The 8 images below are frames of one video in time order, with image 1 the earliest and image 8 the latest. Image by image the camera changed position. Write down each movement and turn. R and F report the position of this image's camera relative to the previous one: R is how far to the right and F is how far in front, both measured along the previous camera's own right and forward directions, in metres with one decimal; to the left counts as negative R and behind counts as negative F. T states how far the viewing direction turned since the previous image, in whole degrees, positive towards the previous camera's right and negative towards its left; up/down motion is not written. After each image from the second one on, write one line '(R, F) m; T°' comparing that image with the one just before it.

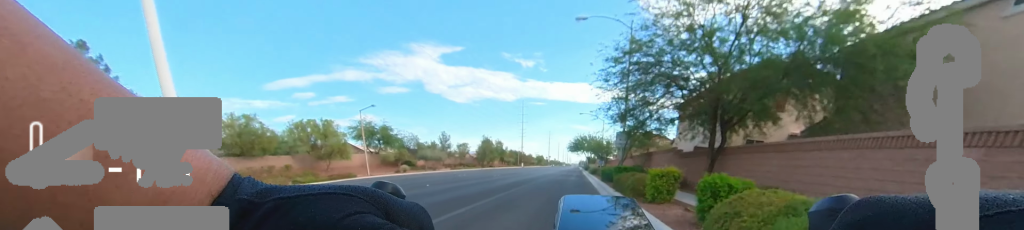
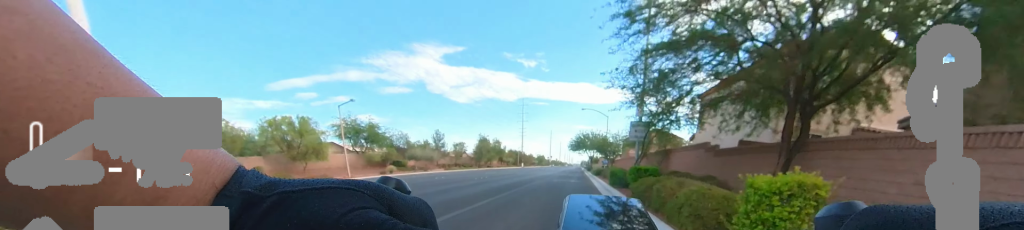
(0.0, +4.2) m; 0°
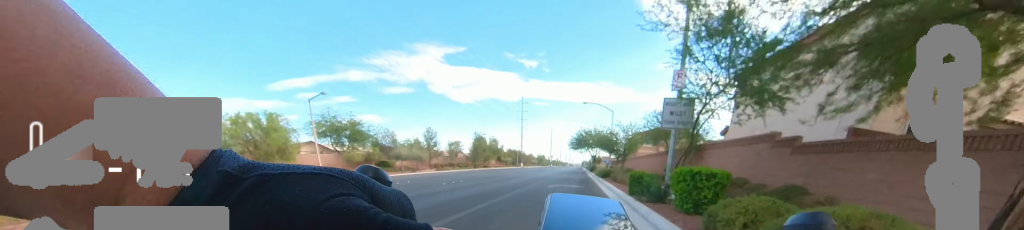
(0.0, +4.8) m; 0°
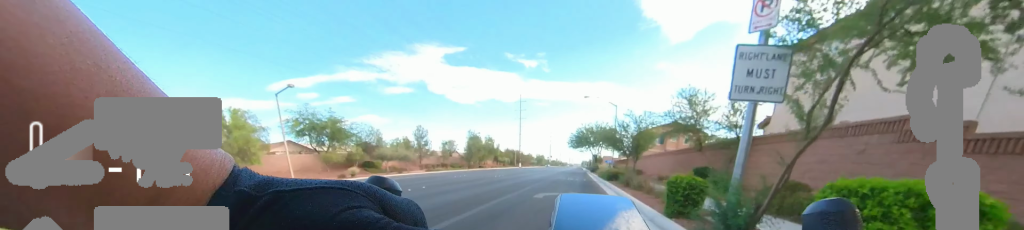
(0.0, +4.1) m; 0°
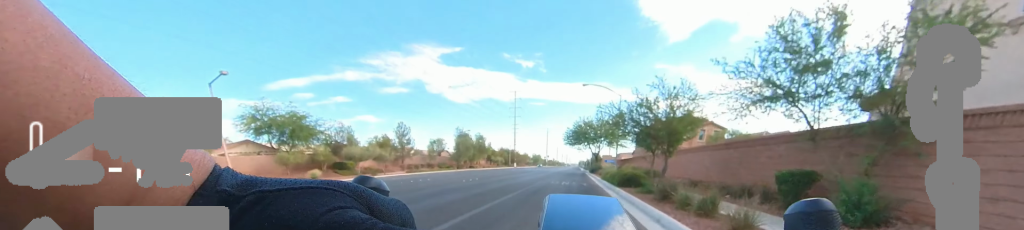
(0.0, +6.0) m; 0°
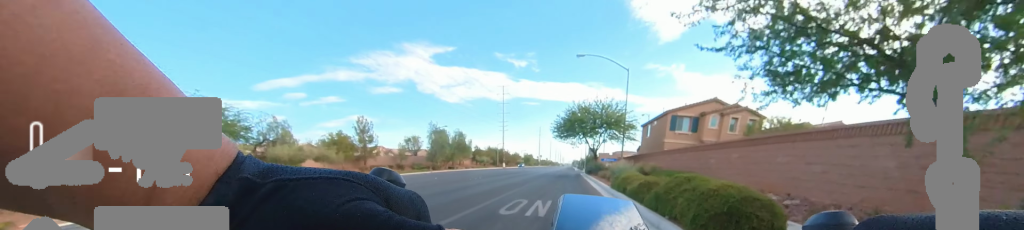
(+0.1, +9.5) m; +3°
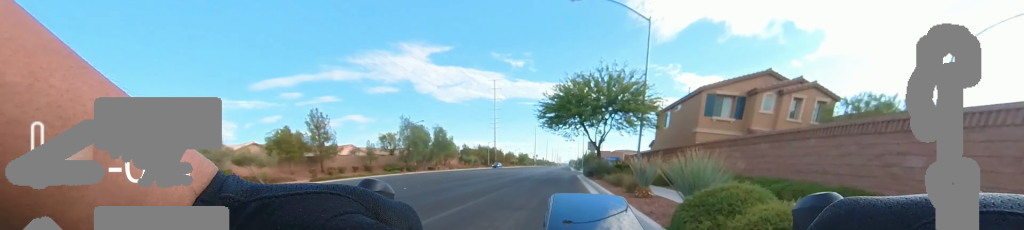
(+0.7, +8.8) m; +6°
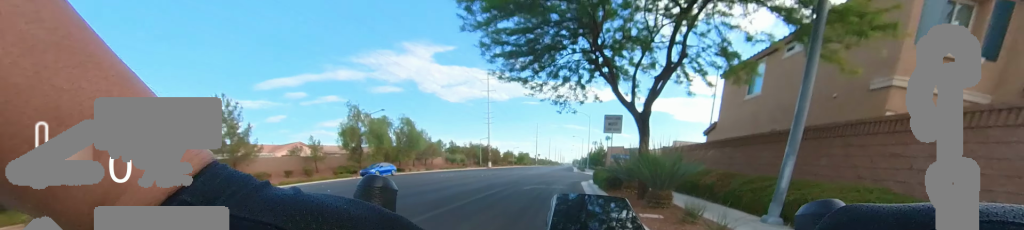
(-0.9, +13.1) m; -8°
